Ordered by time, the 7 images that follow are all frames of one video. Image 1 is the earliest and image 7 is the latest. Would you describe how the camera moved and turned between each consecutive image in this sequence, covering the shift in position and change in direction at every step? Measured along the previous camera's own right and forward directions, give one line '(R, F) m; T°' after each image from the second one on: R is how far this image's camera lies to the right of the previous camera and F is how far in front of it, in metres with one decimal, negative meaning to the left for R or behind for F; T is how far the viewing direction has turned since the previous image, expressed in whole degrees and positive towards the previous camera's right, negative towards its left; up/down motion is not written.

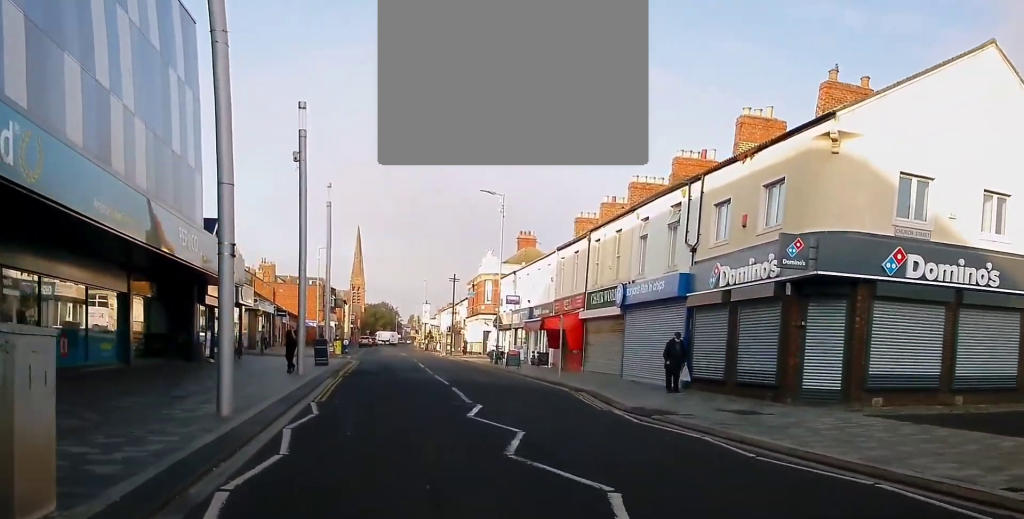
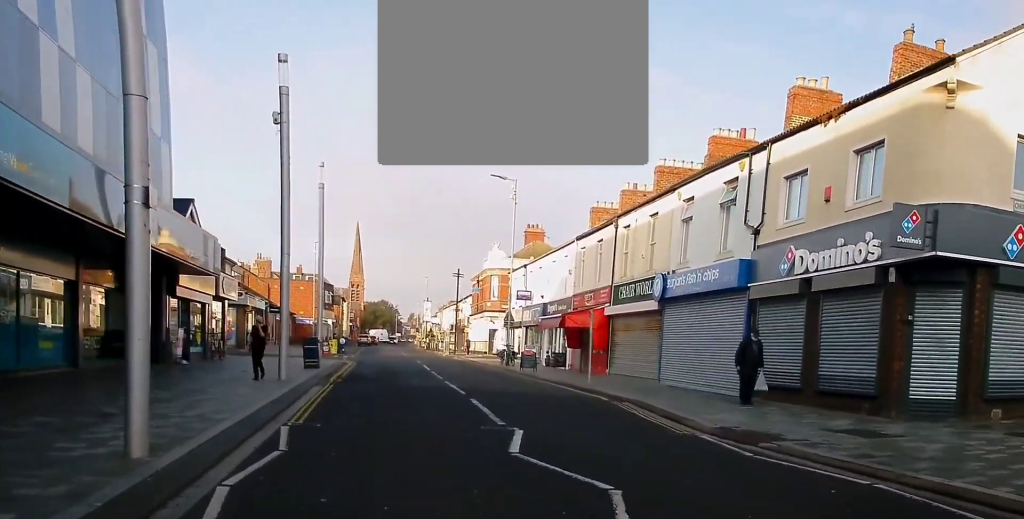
(-0.1, +4.3) m; +1°
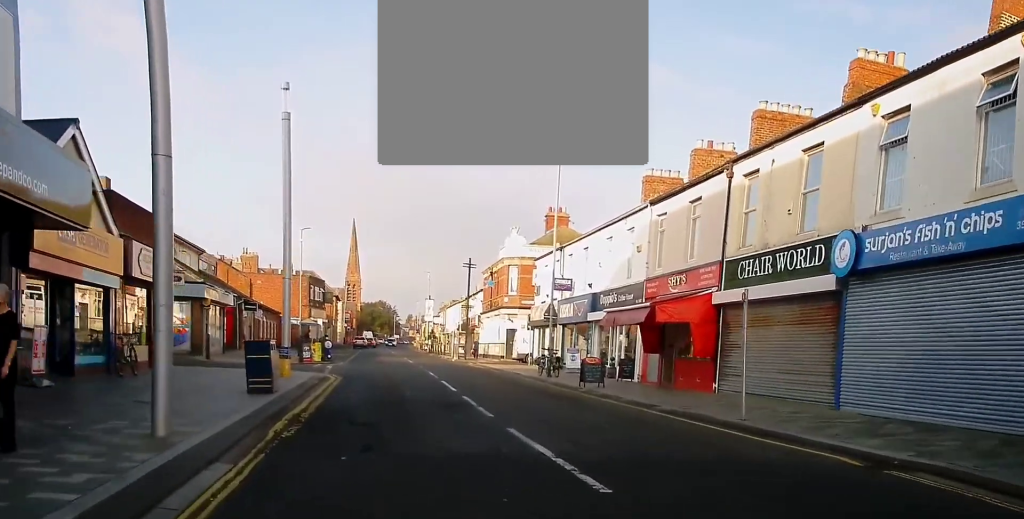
(+0.7, +11.0) m; +3°
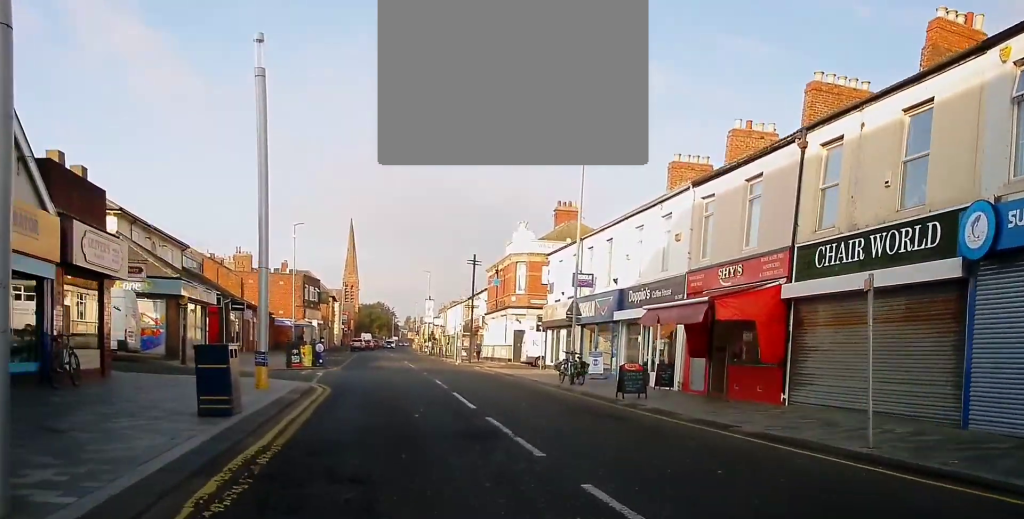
(0.0, +4.1) m; -1°
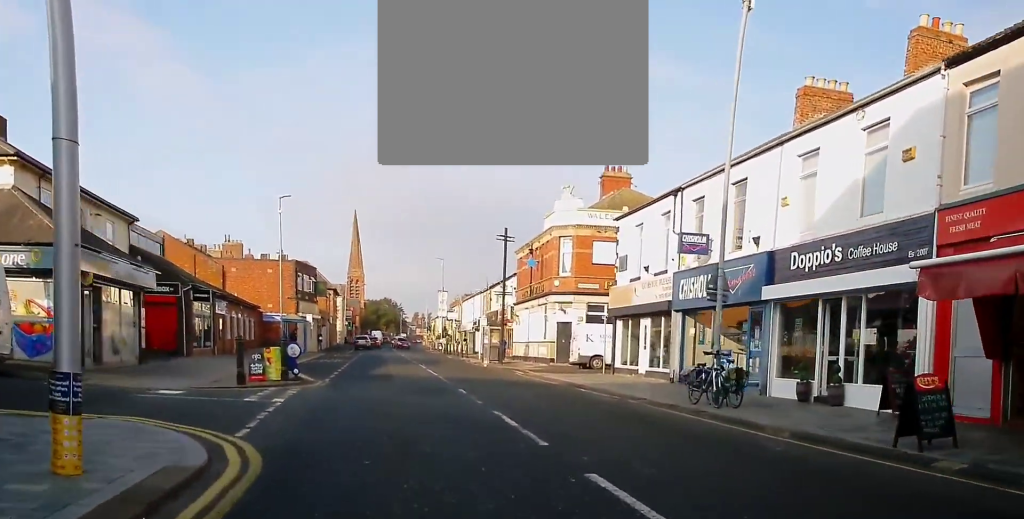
(-0.5, +11.5) m; -3°
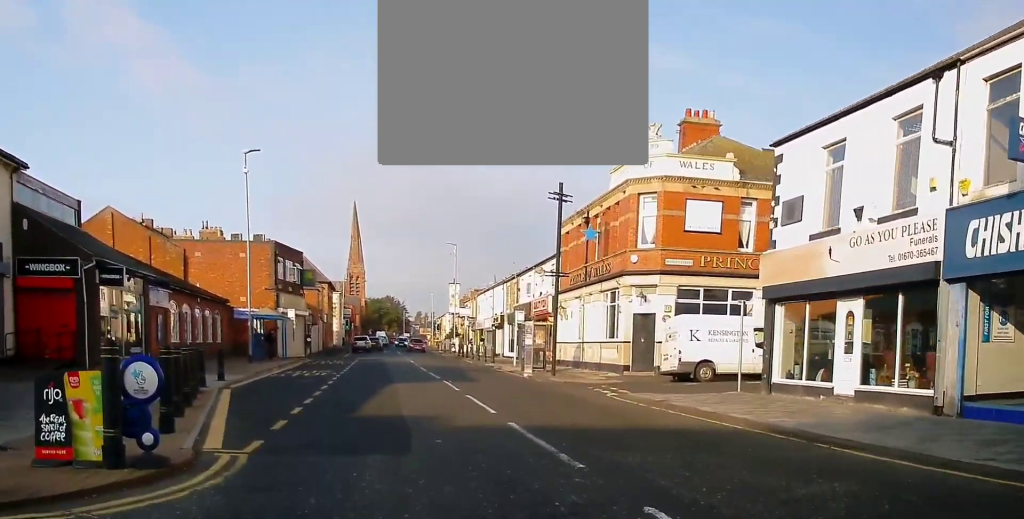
(+0.3, +13.0) m; +3°
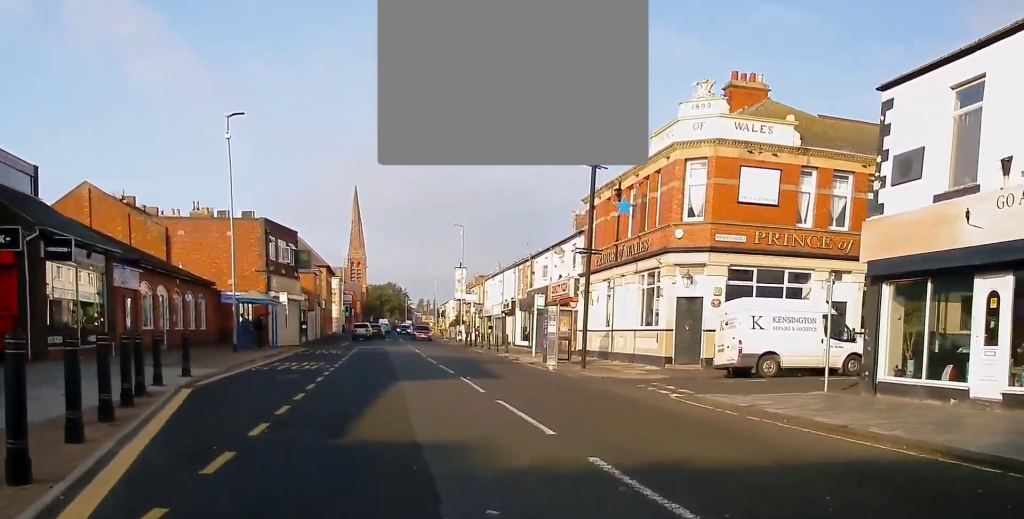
(0.0, +4.3) m; 0°
